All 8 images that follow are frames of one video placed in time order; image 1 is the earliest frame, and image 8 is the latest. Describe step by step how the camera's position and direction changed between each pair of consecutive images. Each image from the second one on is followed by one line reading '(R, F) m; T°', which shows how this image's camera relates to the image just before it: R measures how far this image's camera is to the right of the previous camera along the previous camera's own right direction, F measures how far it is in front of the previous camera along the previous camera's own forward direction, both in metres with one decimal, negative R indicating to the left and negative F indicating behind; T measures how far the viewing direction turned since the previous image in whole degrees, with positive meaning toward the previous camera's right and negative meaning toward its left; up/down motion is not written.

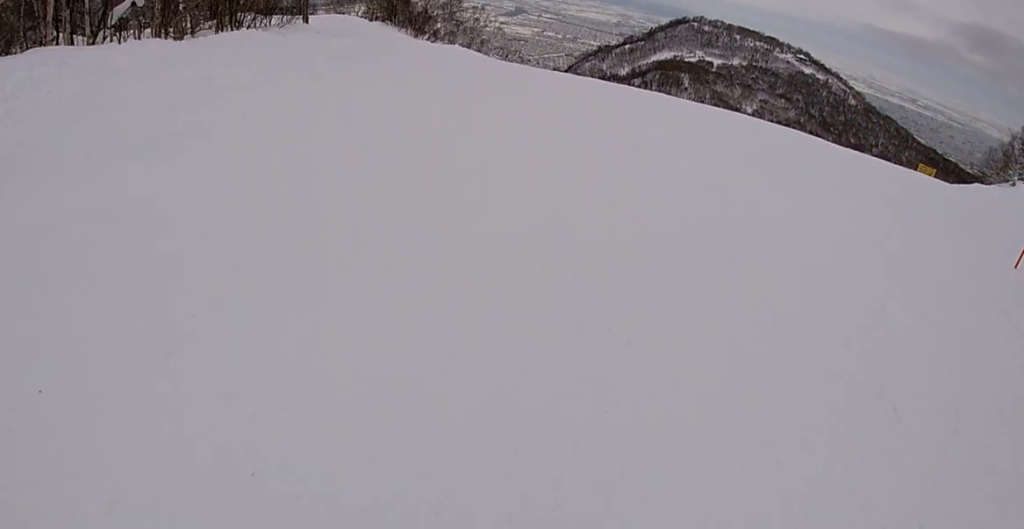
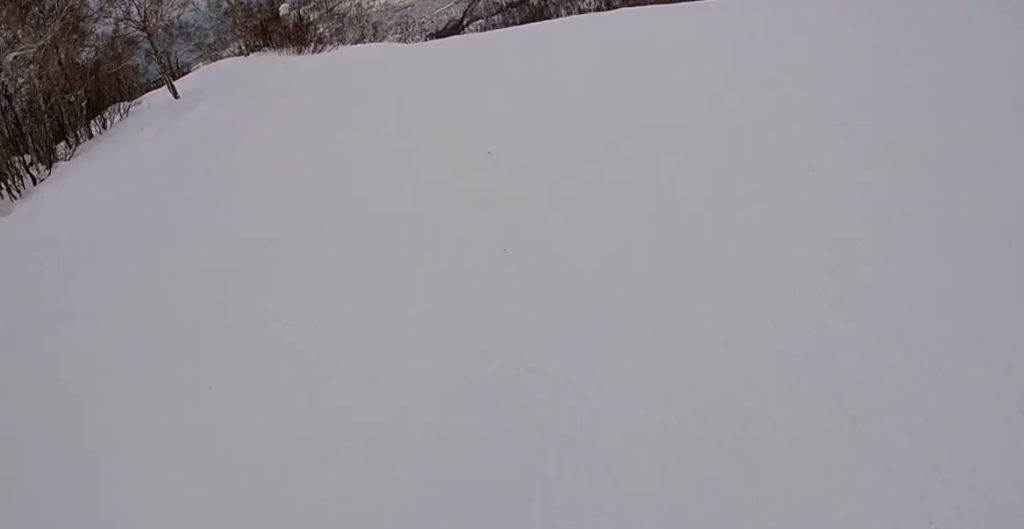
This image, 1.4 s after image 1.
(-0.9, +9.9) m; -2°
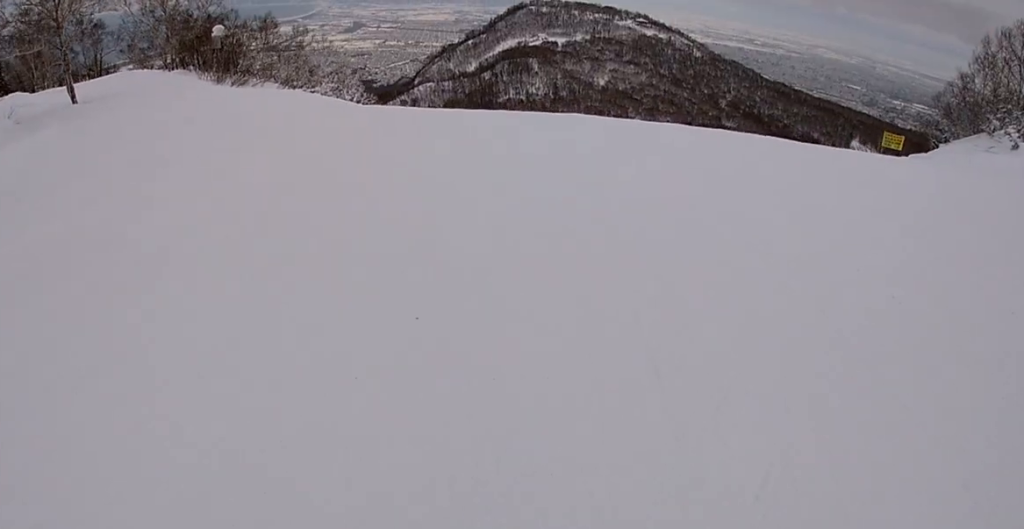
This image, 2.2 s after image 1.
(+0.2, +5.3) m; +4°
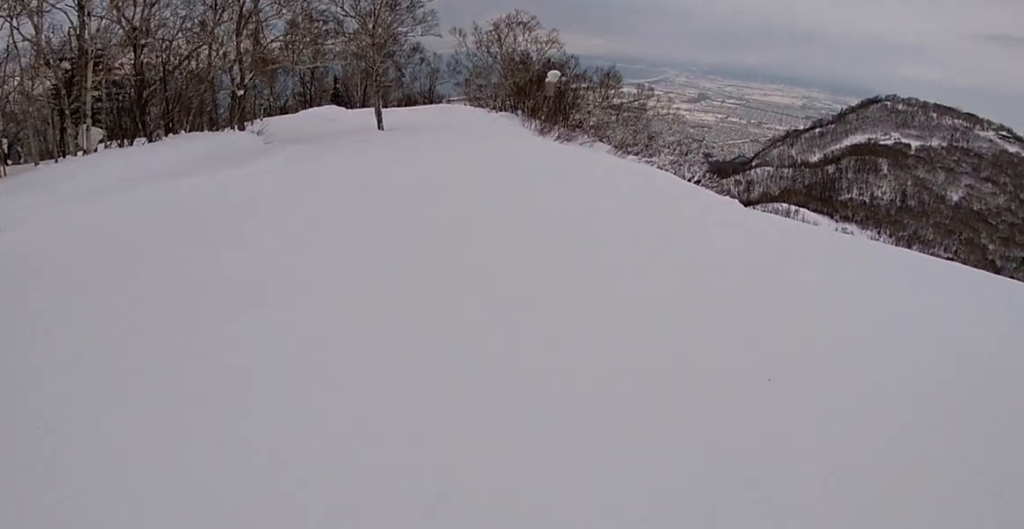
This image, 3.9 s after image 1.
(-0.3, +8.7) m; -26°
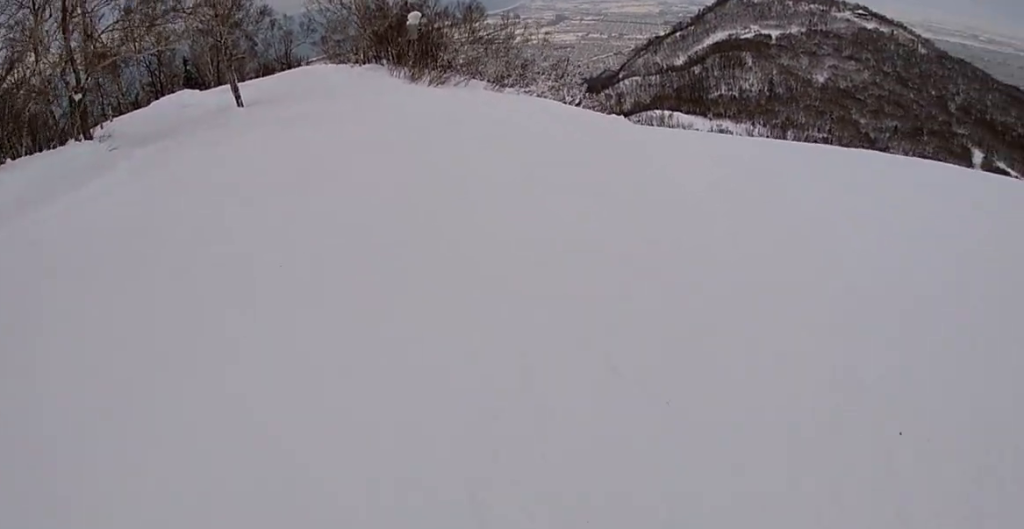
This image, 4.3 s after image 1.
(-0.5, +2.0) m; -1°
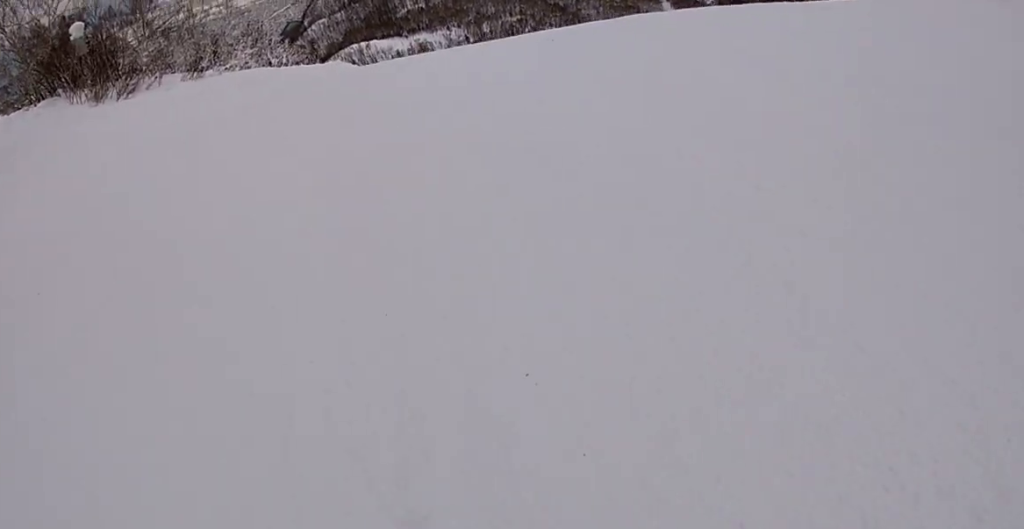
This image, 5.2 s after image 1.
(-0.5, +4.2) m; +8°
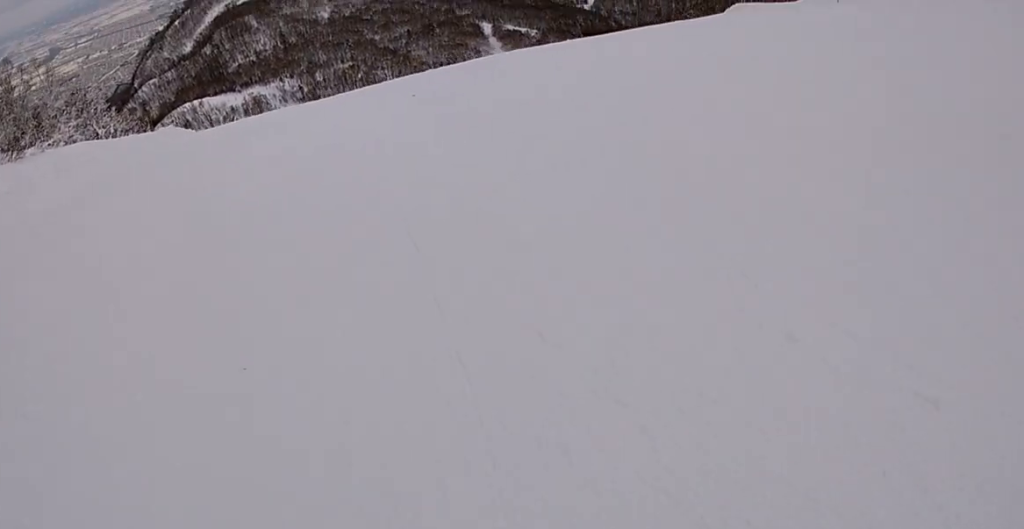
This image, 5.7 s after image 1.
(+0.4, +2.3) m; +15°
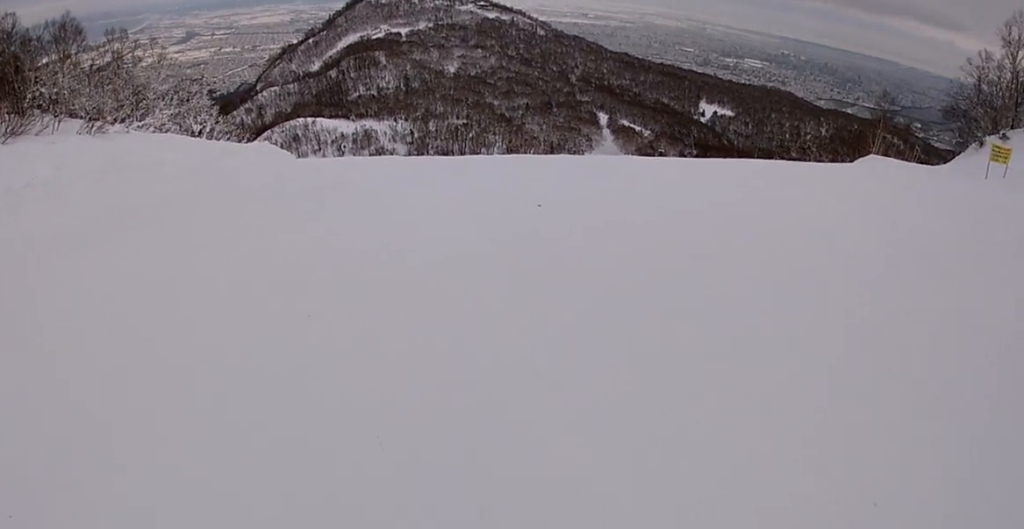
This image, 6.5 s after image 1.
(+0.7, +3.5) m; +7°
